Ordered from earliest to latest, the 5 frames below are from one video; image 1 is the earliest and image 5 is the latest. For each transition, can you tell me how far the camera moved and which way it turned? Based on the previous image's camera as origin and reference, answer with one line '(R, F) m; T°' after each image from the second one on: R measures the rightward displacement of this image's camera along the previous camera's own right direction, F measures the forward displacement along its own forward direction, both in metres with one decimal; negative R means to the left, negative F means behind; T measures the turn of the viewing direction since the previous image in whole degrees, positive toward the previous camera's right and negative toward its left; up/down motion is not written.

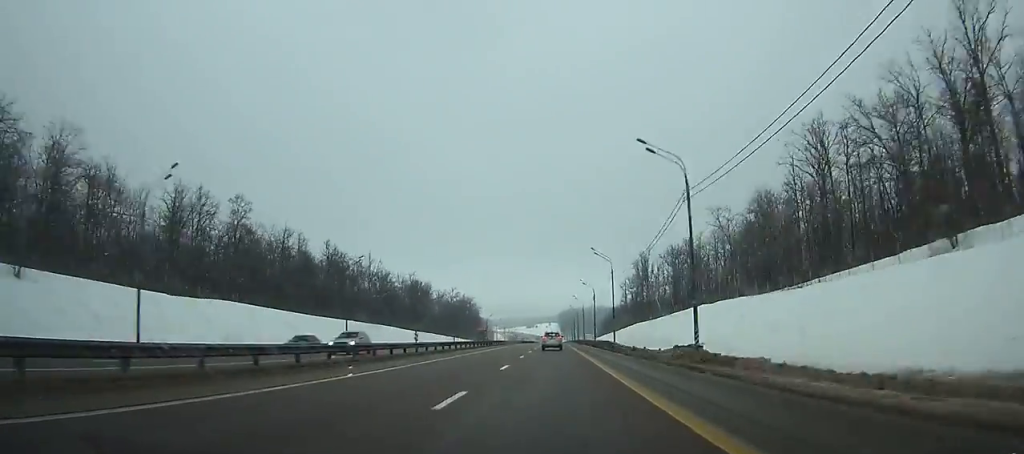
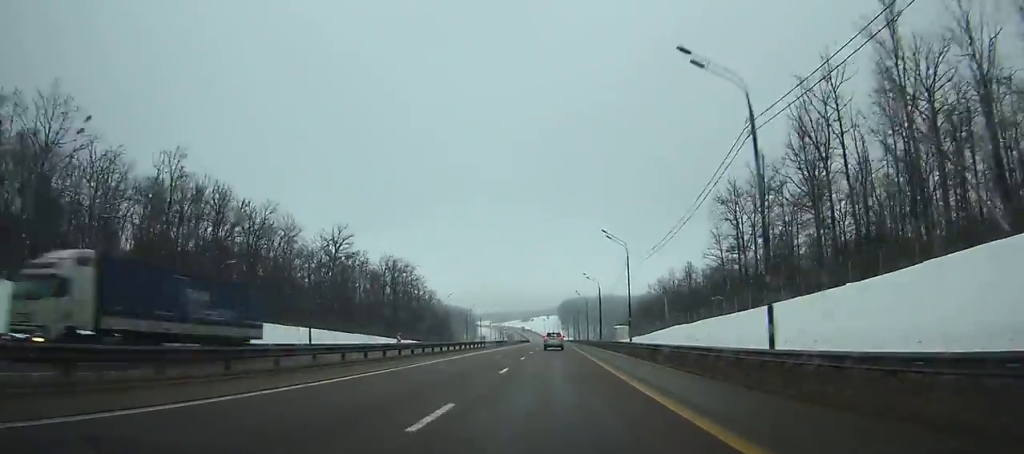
(+0.3, +121.4) m; 0°
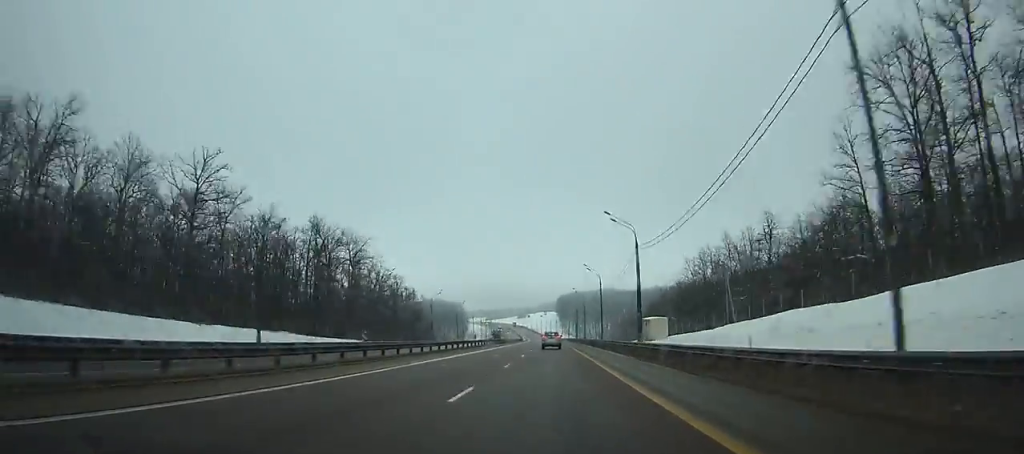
(0.0, +45.0) m; 0°
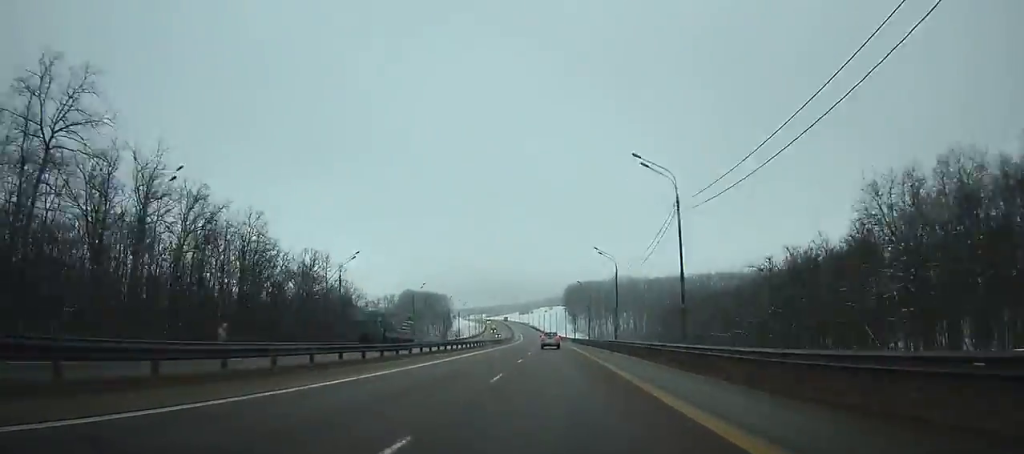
(-0.3, +90.5) m; -1°
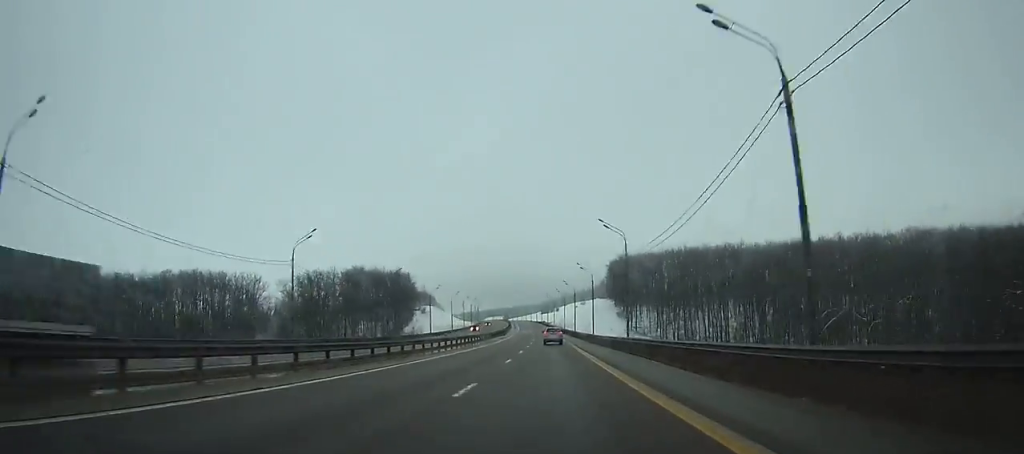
(-3.0, +159.7) m; -3°
